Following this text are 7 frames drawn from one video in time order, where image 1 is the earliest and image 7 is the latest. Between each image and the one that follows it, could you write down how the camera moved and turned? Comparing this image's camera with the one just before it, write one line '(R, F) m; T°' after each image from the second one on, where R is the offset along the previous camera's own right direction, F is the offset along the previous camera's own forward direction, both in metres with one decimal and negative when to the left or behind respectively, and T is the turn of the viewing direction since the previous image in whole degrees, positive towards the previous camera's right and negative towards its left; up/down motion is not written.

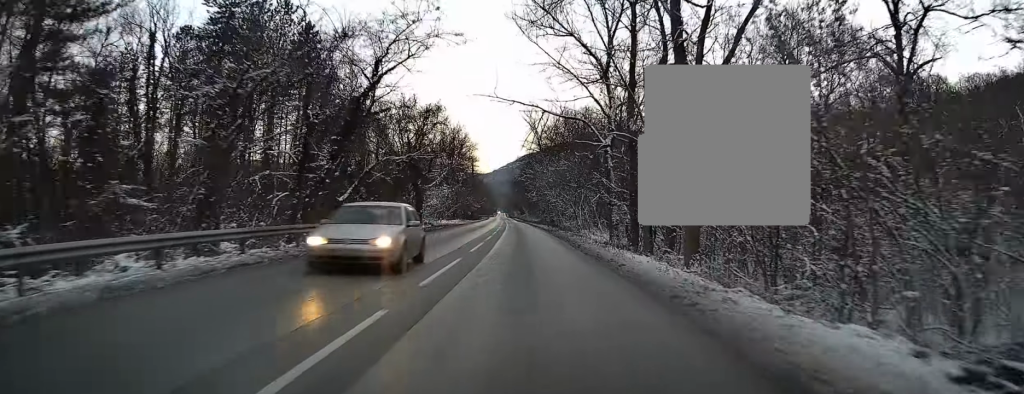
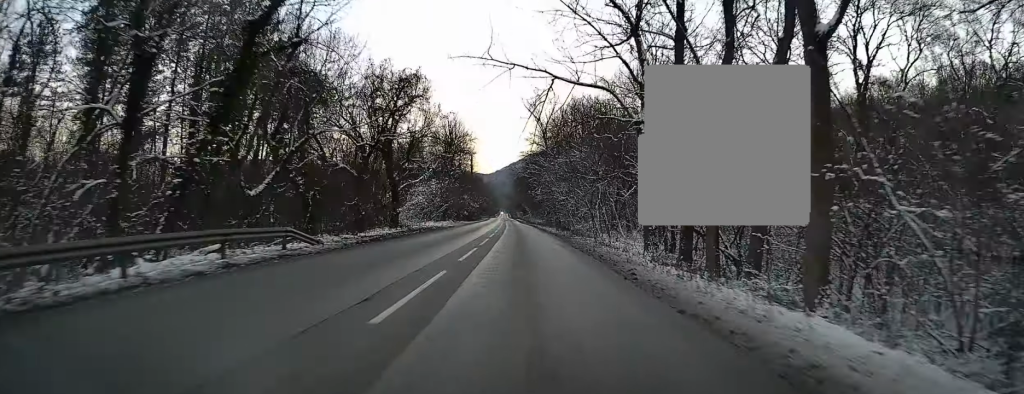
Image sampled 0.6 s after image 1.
(-0.1, +12.8) m; 0°
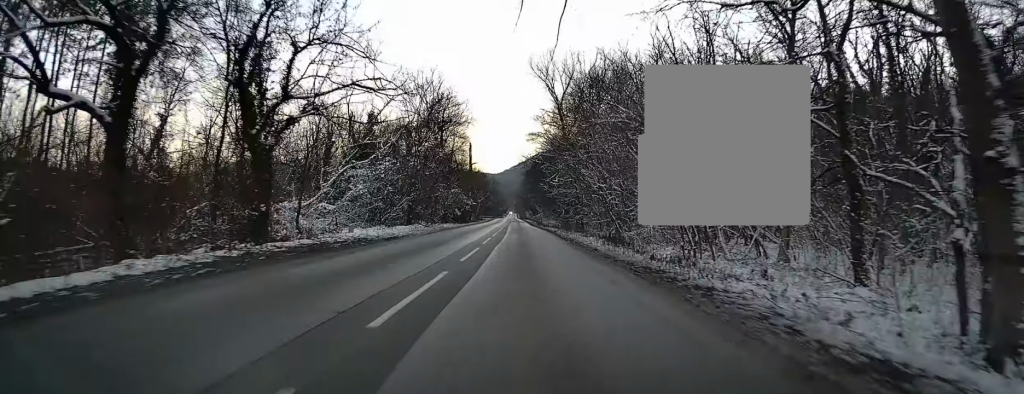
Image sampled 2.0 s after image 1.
(-0.1, +26.9) m; 0°
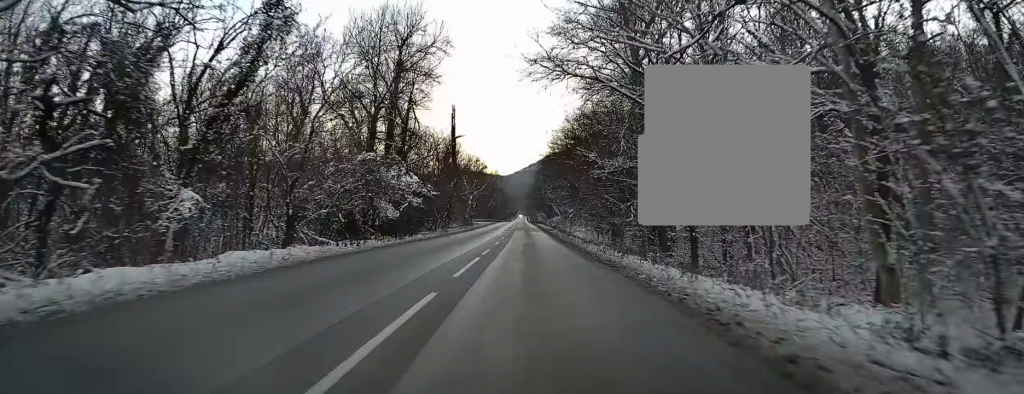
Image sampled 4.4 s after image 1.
(-0.4, +48.4) m; -1°
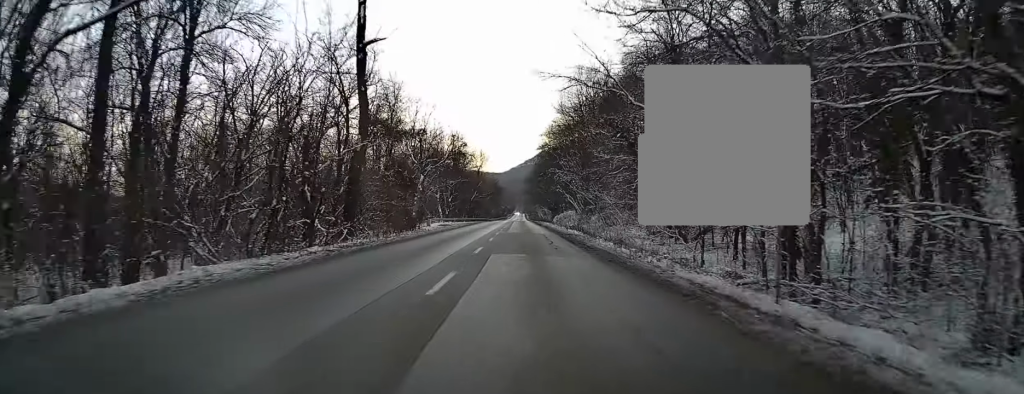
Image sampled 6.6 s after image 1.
(+0.1, +45.6) m; 0°
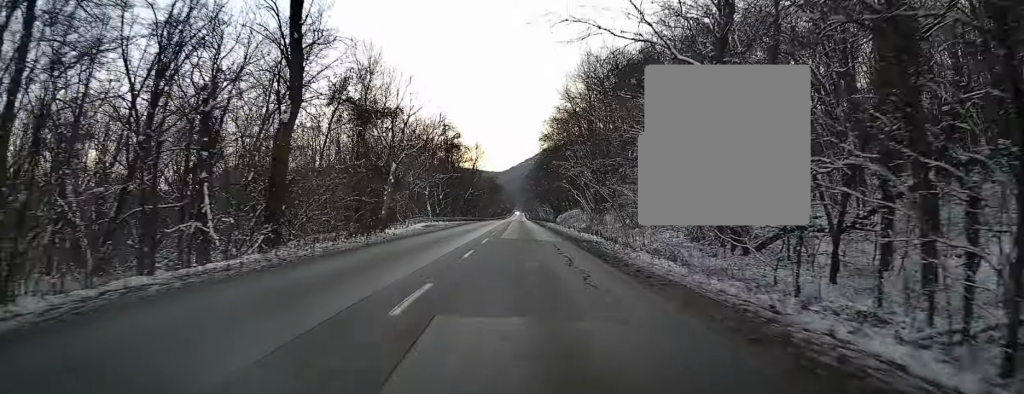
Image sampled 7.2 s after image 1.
(+0.1, +11.4) m; 0°
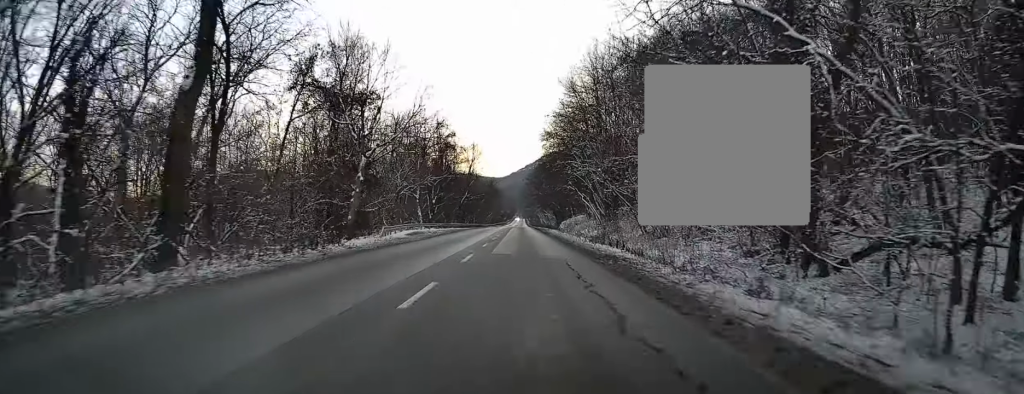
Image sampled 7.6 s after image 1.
(-0.2, +8.2) m; 0°
